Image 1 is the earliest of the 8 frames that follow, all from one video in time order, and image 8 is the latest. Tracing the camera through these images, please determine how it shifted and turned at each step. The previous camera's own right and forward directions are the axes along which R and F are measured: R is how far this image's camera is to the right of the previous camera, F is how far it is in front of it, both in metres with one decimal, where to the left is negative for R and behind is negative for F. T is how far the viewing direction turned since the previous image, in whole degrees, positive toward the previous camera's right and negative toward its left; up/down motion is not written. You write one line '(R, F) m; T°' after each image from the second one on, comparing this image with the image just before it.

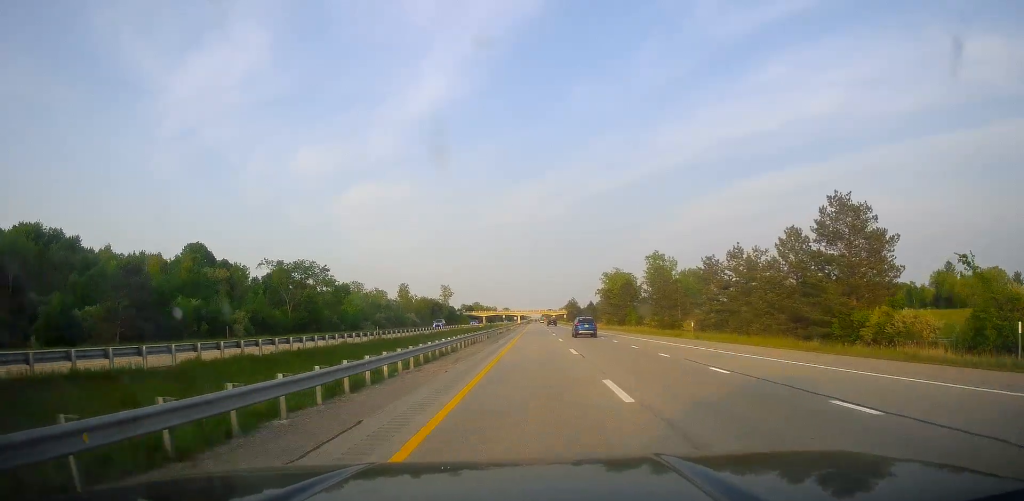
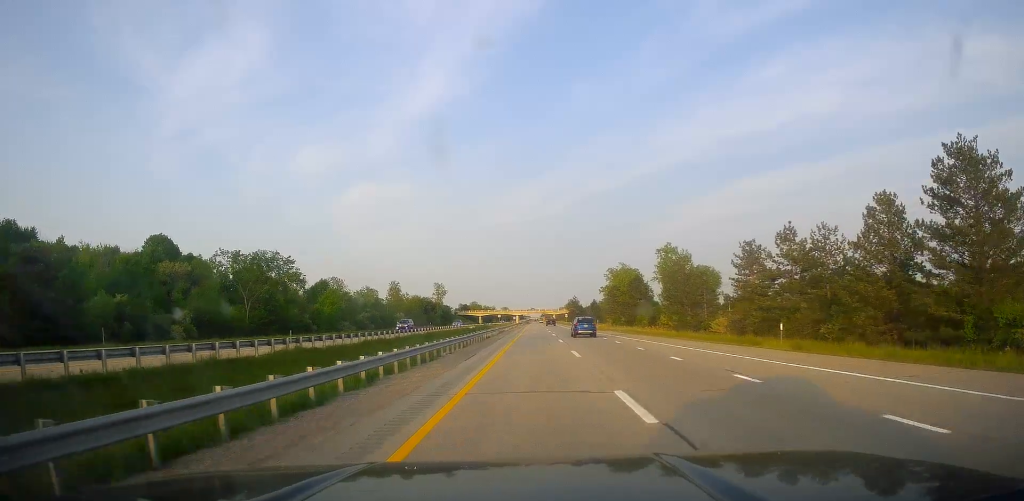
(+0.1, +17.4) m; 0°
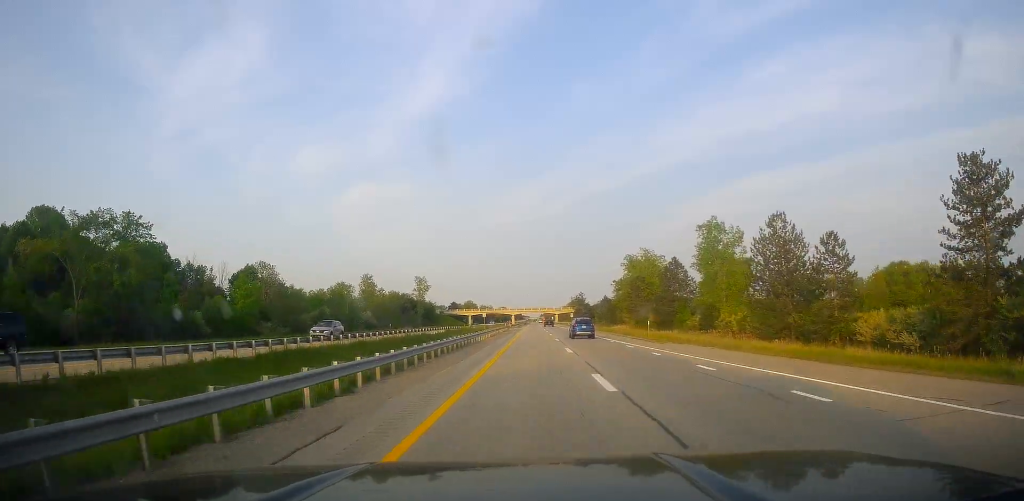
(0.0, +41.8) m; 0°
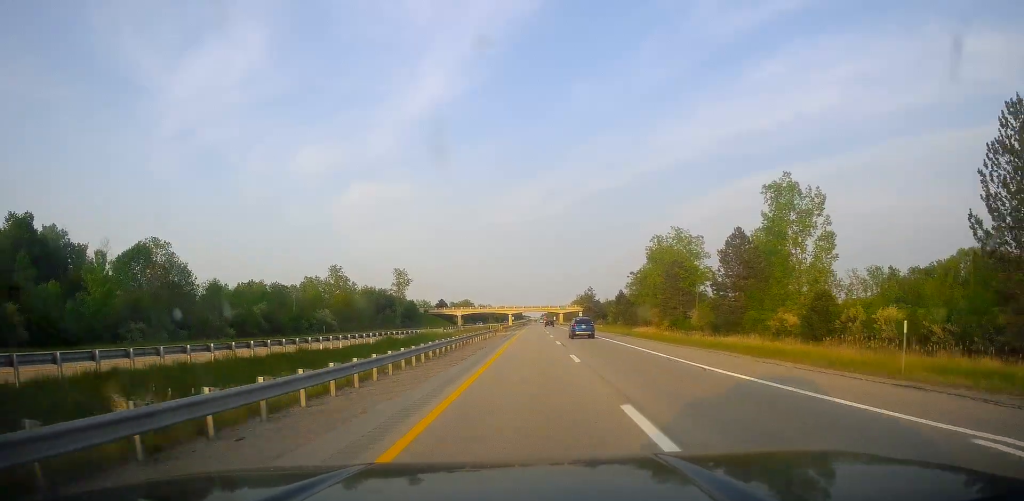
(-0.3, +36.0) m; 0°
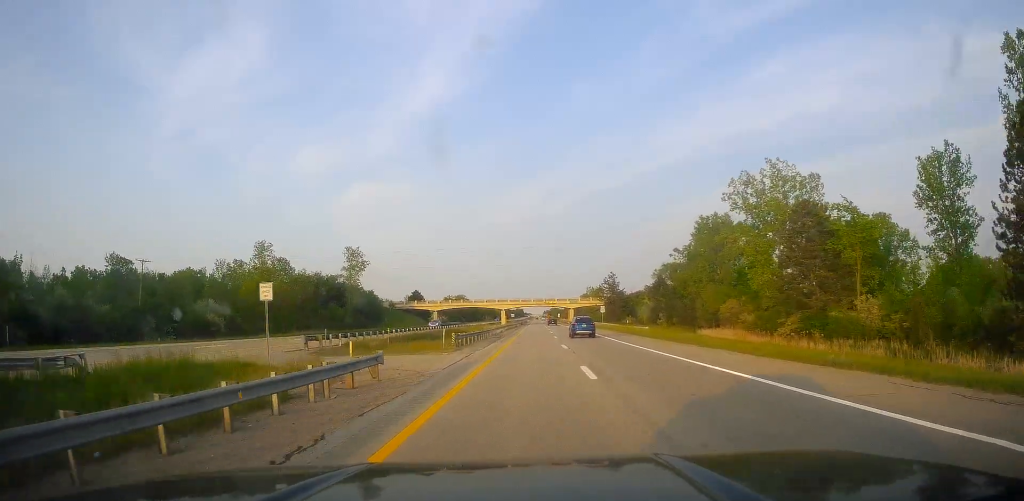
(+0.3, +52.5) m; 0°
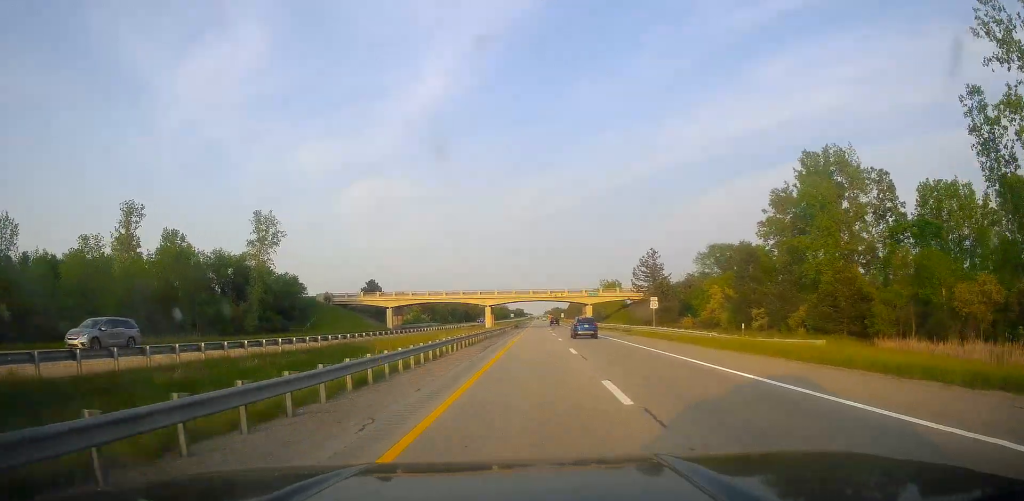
(-0.8, +50.0) m; 0°
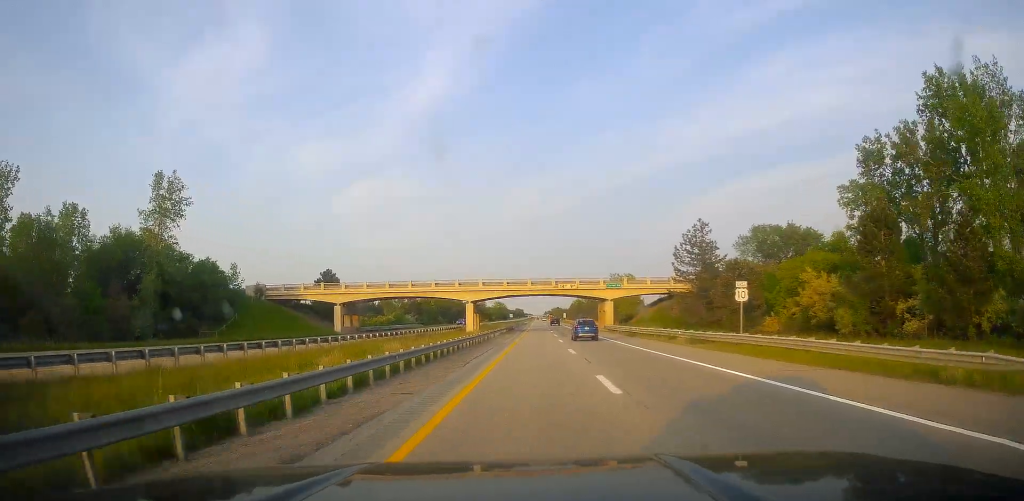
(+0.1, +28.9) m; +1°
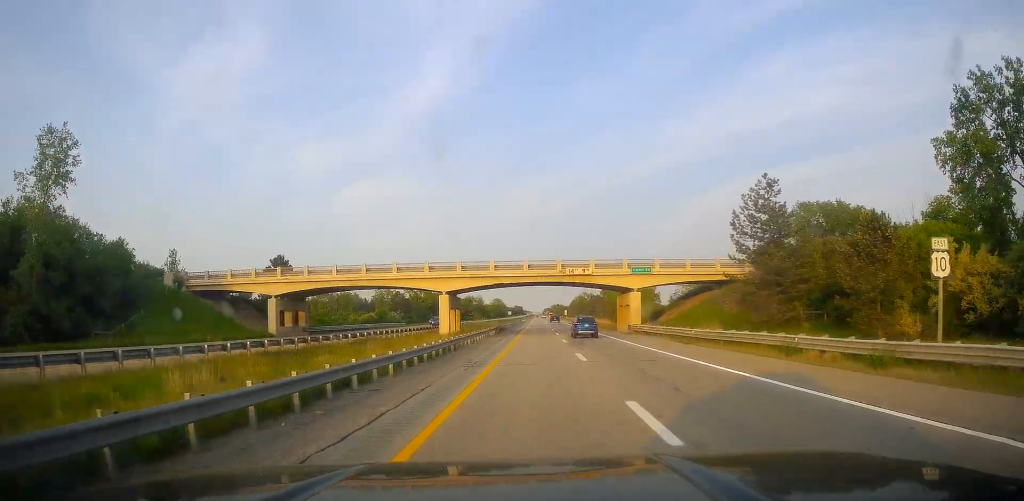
(+0.2, +20.6) m; +1°
